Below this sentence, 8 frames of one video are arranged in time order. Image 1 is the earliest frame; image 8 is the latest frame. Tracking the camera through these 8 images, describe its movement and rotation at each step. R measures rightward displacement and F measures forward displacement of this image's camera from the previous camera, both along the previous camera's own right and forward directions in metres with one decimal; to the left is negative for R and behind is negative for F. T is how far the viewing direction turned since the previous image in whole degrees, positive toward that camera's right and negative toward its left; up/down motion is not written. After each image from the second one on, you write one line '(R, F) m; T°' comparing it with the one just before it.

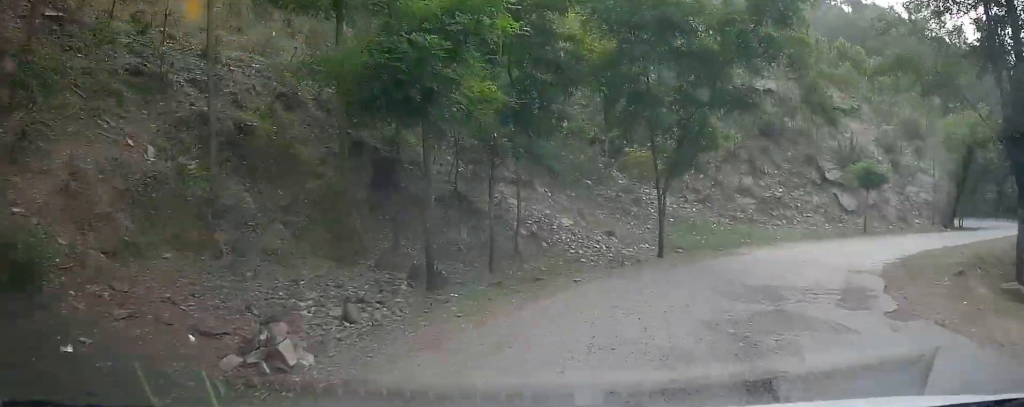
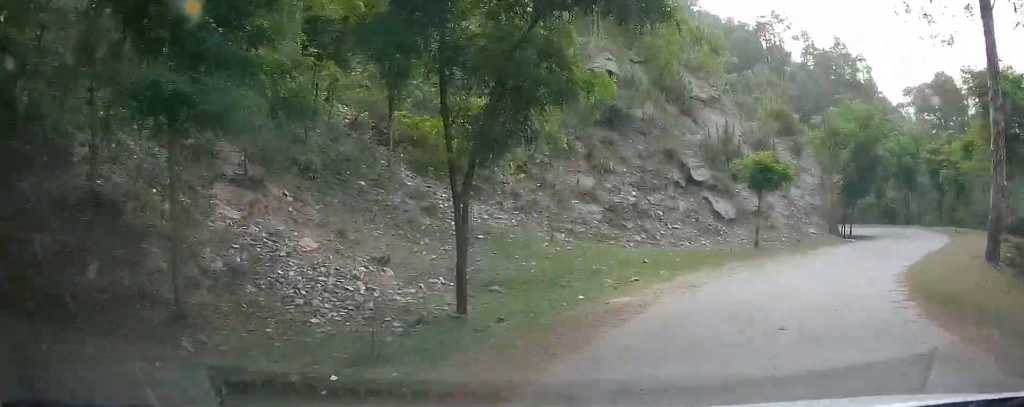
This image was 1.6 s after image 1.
(+0.2, +10.5) m; +14°
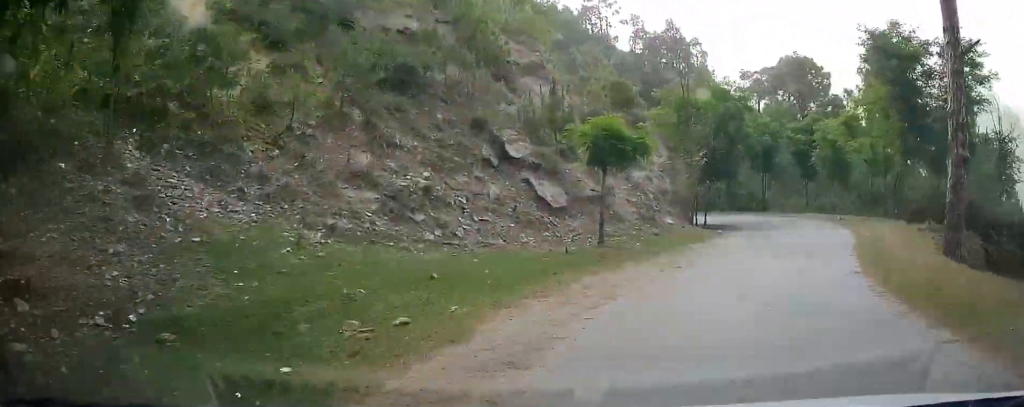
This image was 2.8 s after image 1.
(+1.2, +7.4) m; +19°
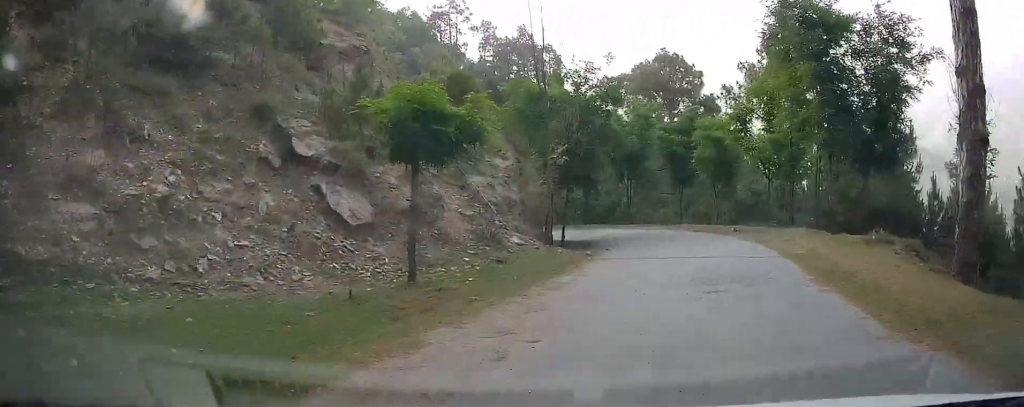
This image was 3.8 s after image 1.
(+1.0, +6.1) m; +12°
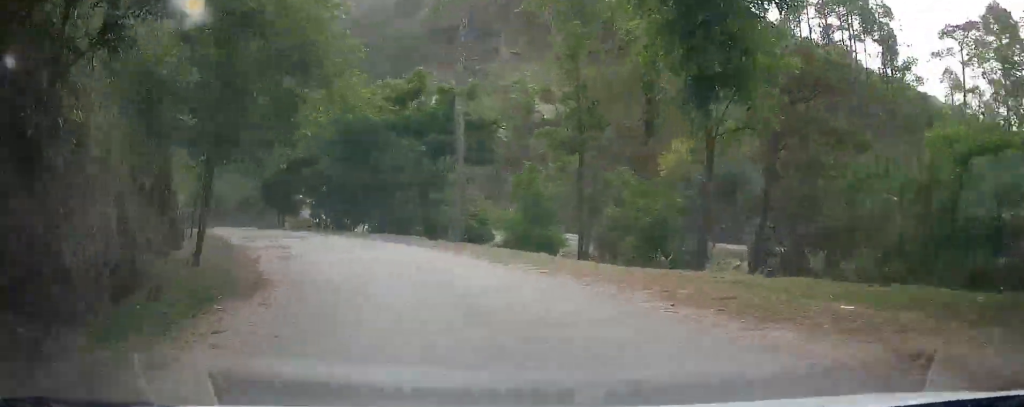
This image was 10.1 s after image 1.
(-4.8, +36.2) m; -48°
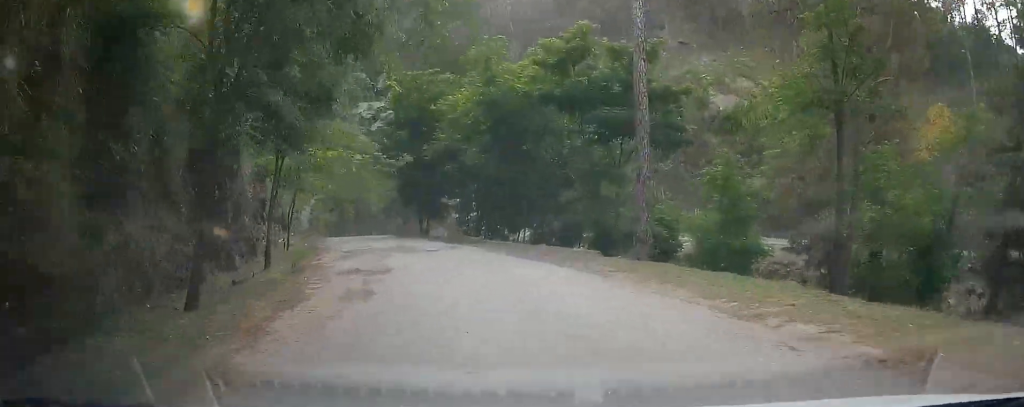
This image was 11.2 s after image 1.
(-1.0, +7.7) m; -7°
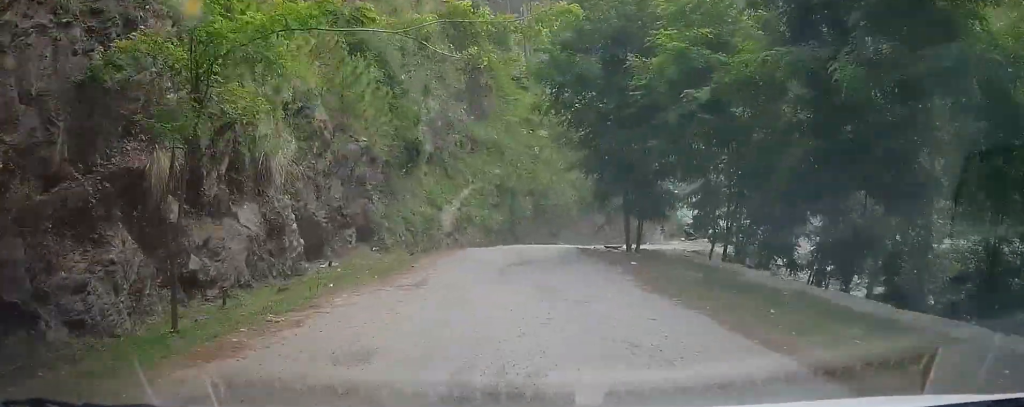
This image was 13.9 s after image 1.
(0.0, +14.8) m; 0°
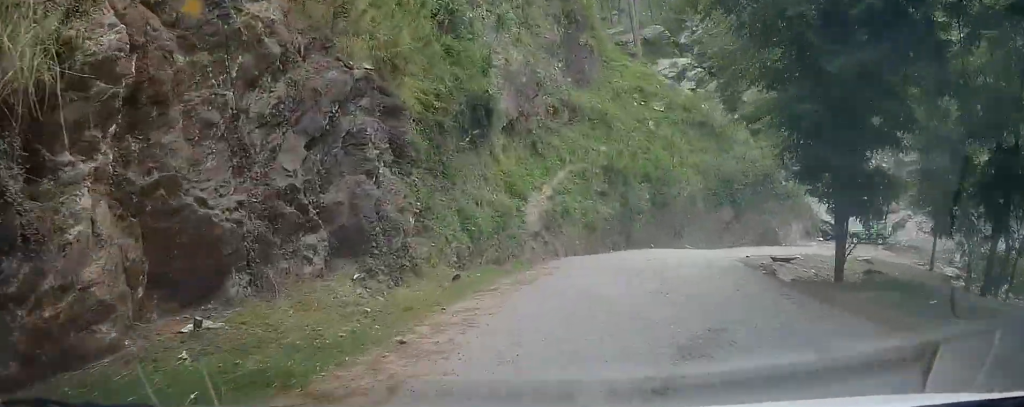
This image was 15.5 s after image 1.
(0.0, +8.4) m; 0°
